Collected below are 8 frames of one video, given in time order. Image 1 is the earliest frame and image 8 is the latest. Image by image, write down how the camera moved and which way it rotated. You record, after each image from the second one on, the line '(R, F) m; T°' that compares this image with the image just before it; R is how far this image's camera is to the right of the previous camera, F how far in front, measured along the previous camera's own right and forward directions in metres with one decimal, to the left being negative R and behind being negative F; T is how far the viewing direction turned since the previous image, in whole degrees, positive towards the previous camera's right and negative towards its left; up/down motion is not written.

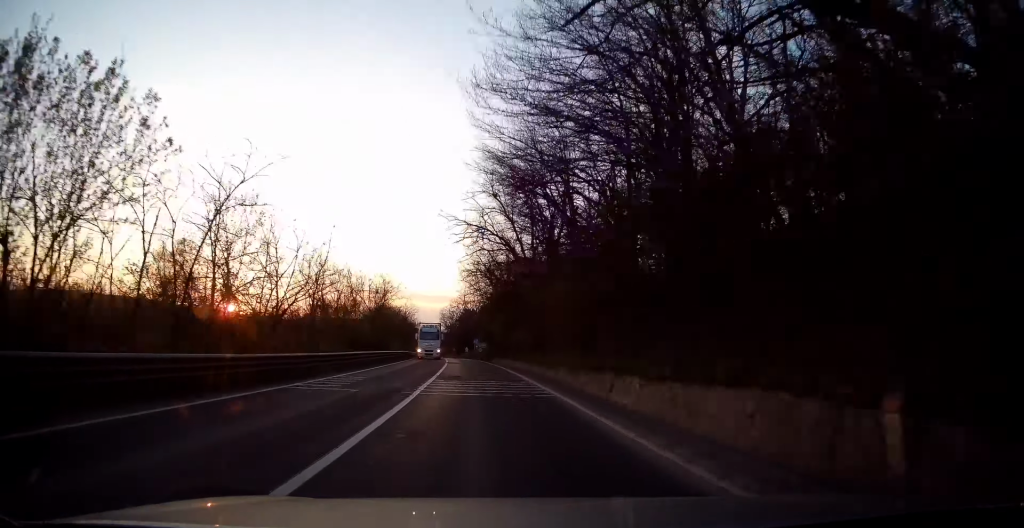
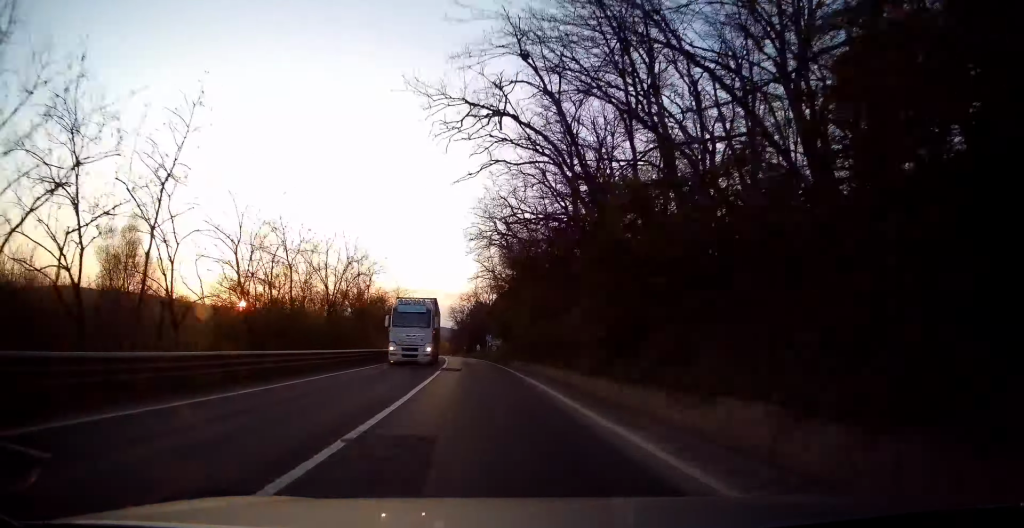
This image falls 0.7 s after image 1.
(-0.3, +16.3) m; -1°
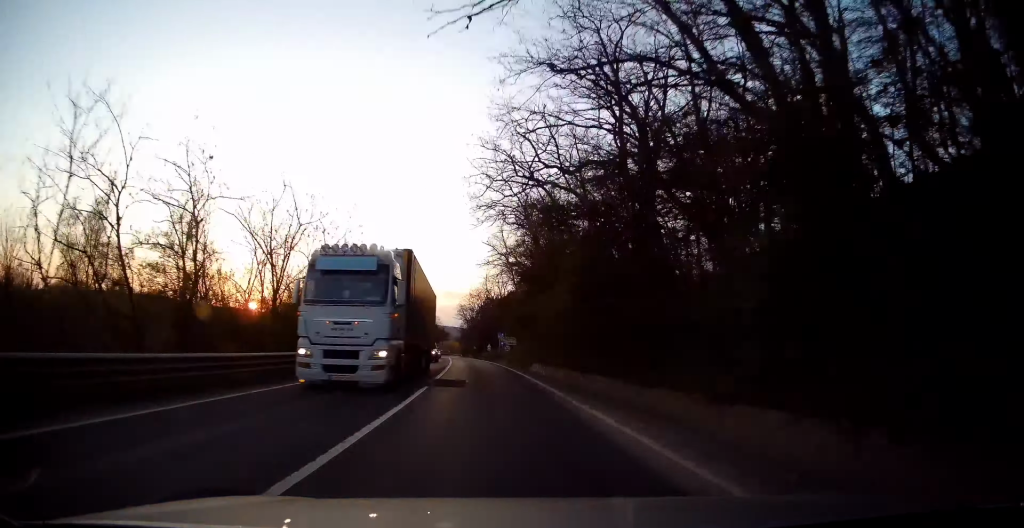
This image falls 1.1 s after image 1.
(-0.1, +9.8) m; 0°
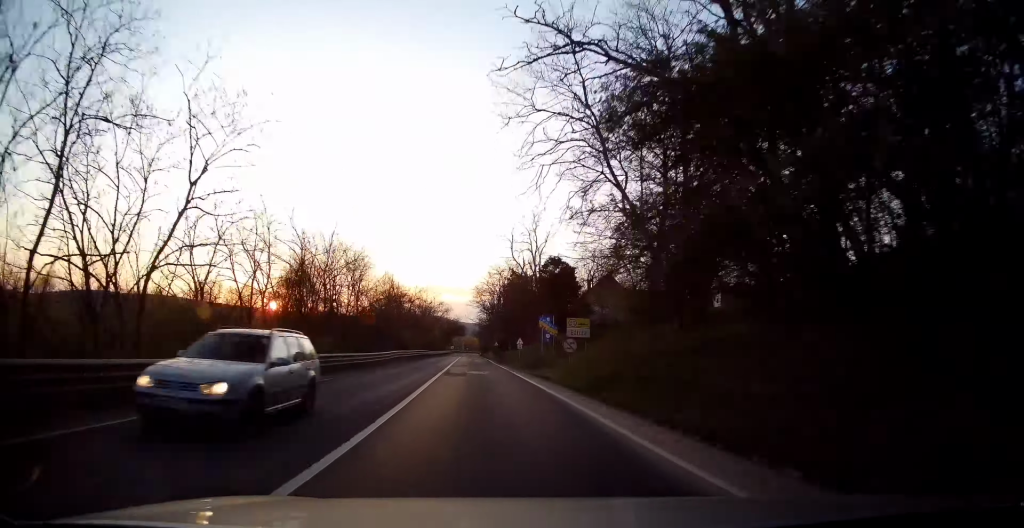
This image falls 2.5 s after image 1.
(-0.3, +33.7) m; -2°
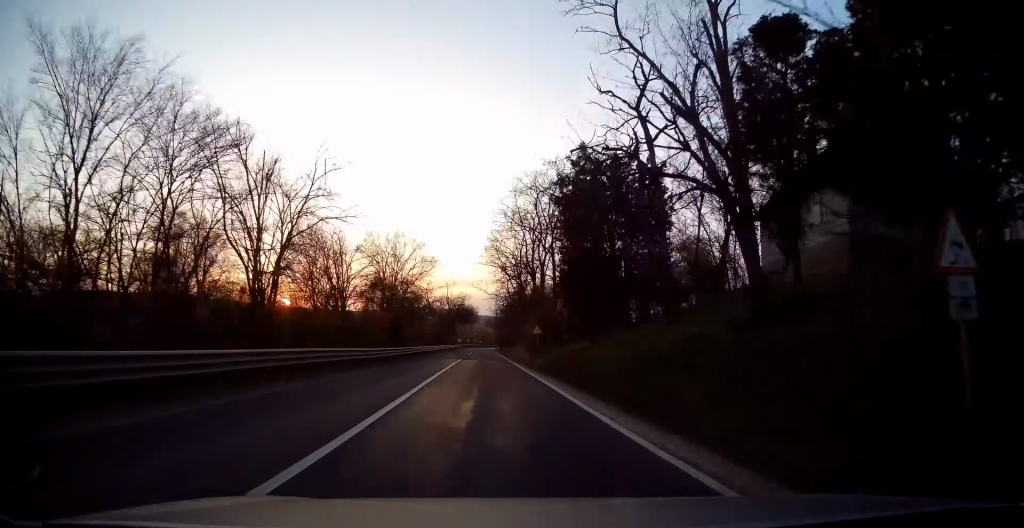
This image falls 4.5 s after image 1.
(-1.3, +47.4) m; -2°
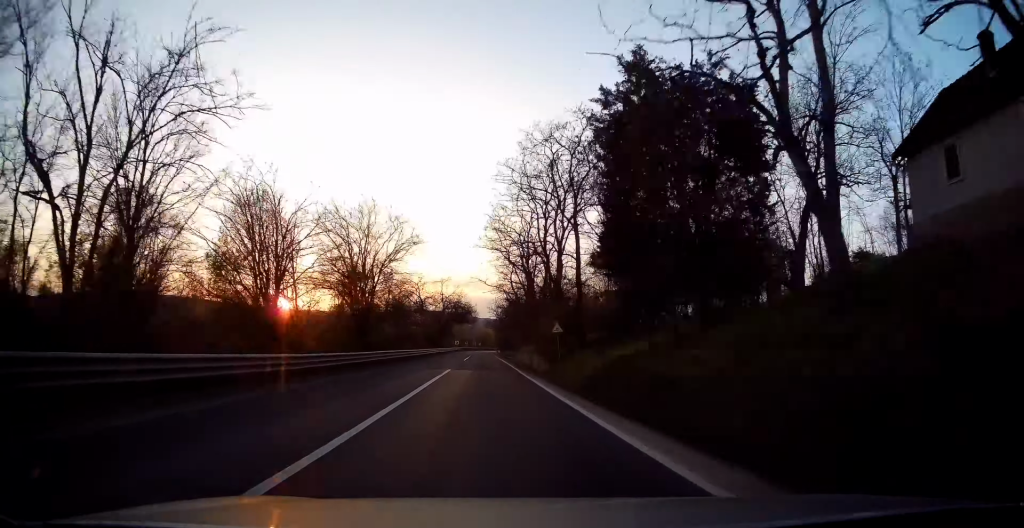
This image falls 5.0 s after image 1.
(+0.2, +11.8) m; 0°
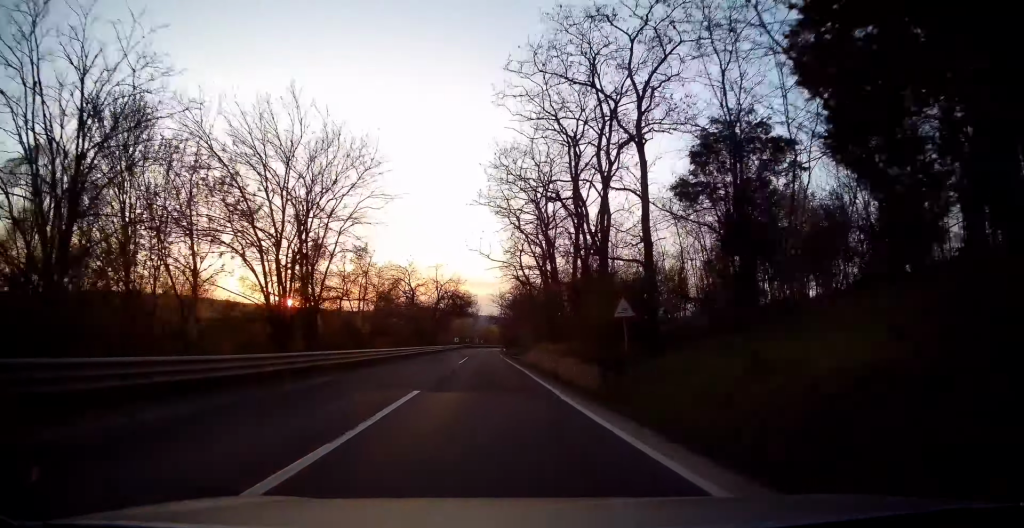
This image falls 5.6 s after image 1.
(-0.2, +14.1) m; -1°
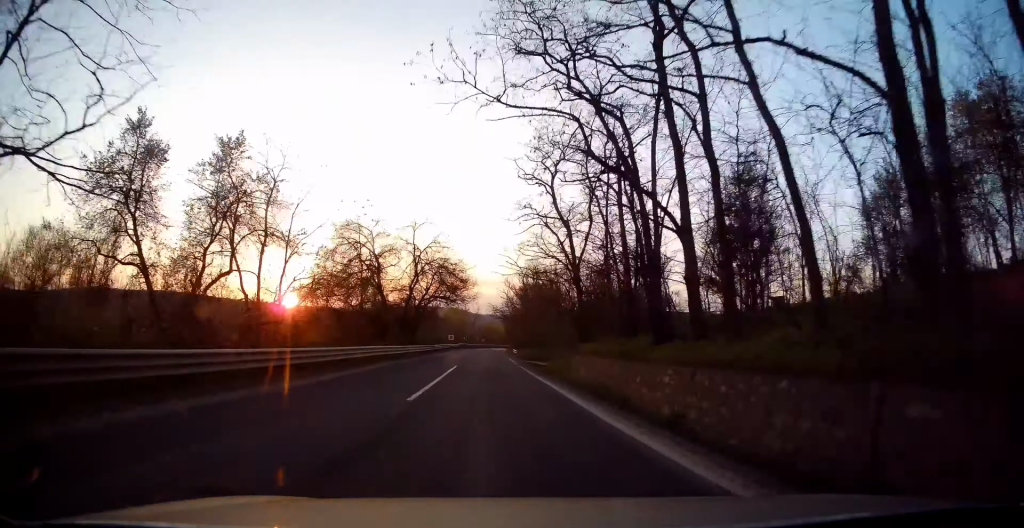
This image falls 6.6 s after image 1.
(-0.2, +25.0) m; 0°
